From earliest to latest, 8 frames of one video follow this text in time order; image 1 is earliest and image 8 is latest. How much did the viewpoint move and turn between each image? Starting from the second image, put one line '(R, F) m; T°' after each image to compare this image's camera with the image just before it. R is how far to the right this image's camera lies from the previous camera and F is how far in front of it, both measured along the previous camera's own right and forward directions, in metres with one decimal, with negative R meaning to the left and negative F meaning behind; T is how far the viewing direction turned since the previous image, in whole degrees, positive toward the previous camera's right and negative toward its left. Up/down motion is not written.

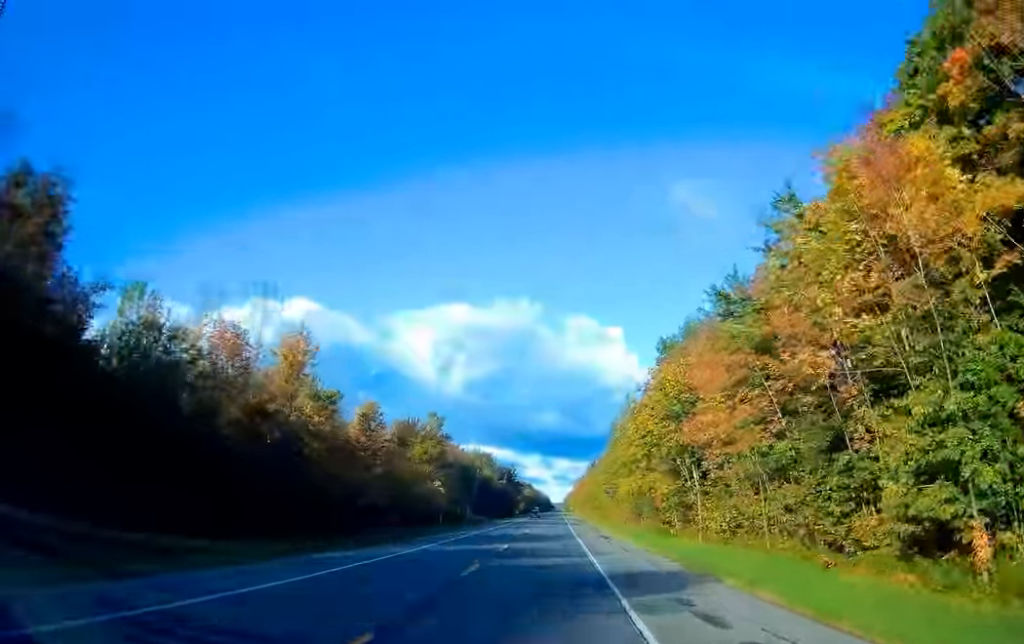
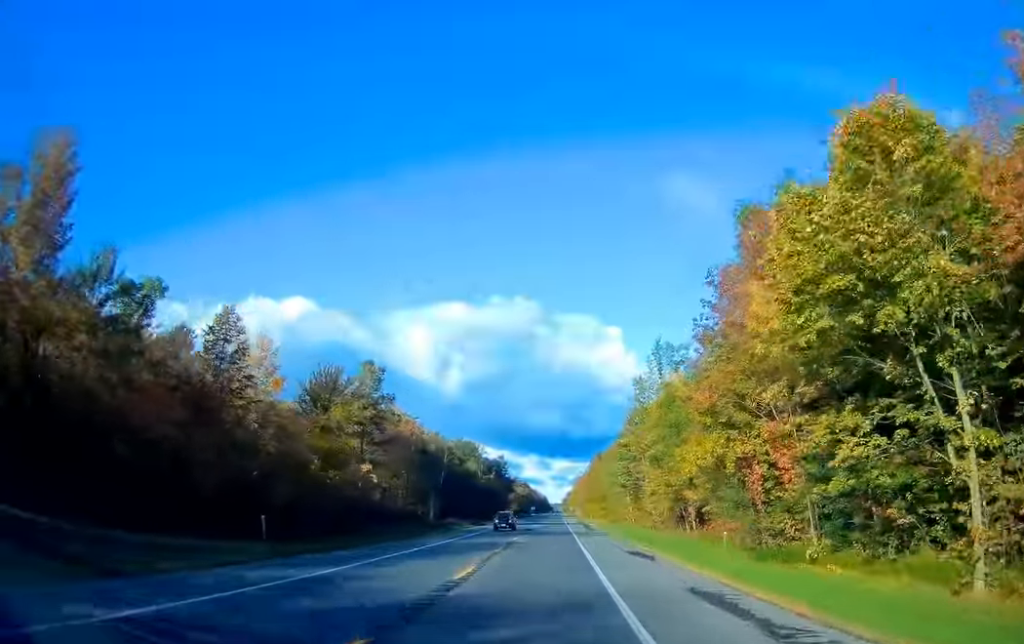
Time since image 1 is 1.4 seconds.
(+0.5, +37.2) m; +1°
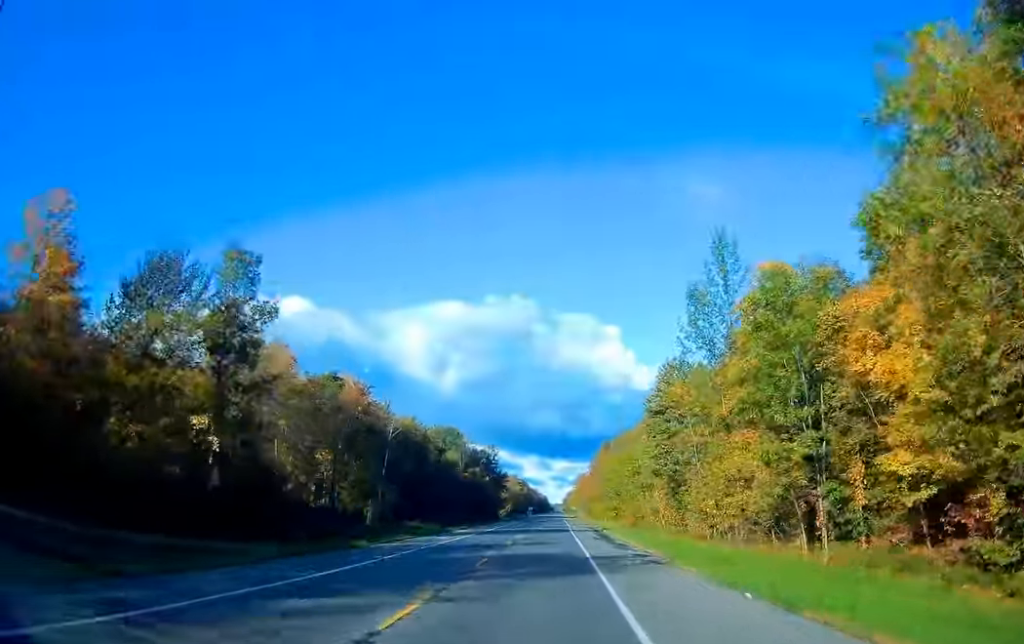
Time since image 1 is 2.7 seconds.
(0.0, +32.1) m; -1°
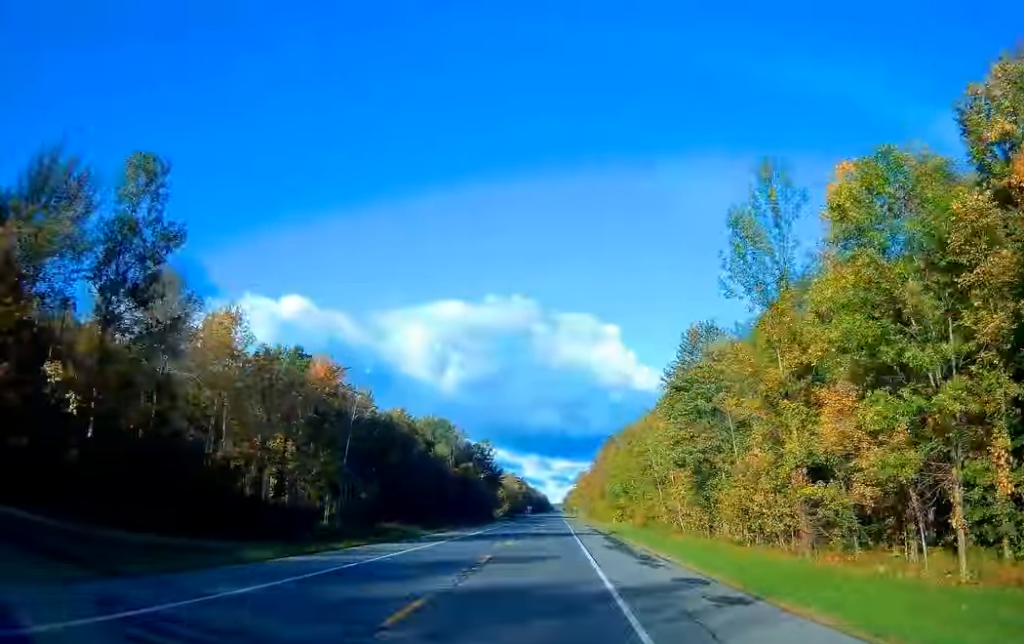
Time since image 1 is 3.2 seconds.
(+0.1, +12.4) m; -1°
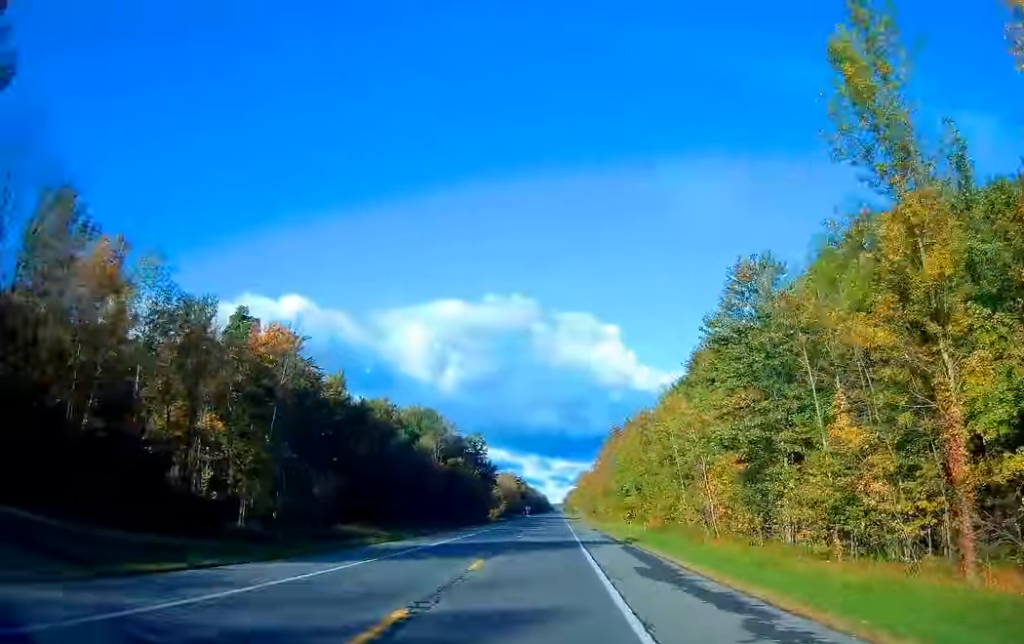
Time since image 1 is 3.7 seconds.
(-0.2, +14.5) m; 0°
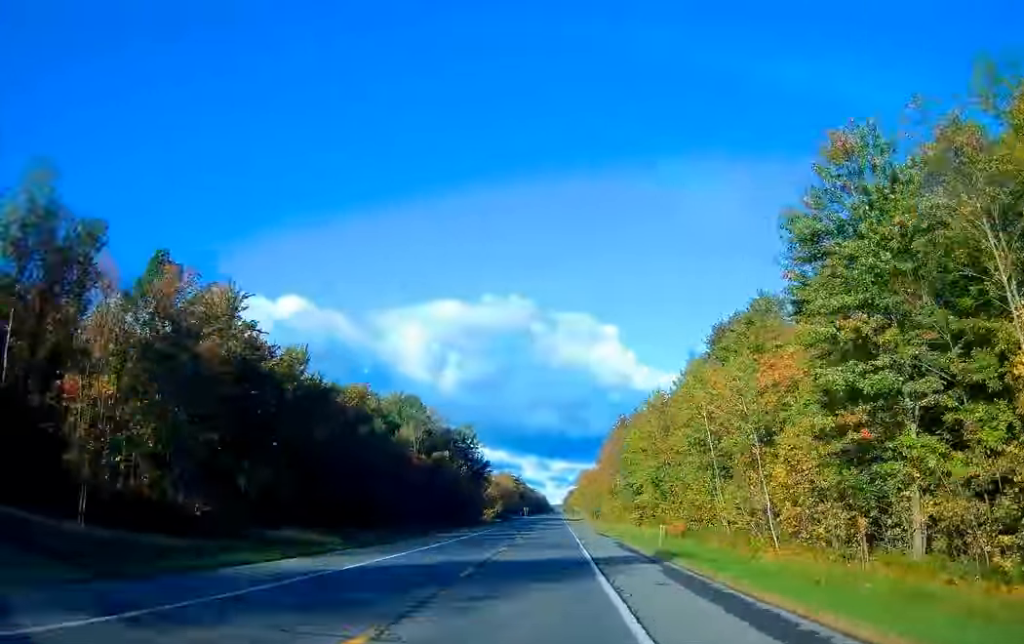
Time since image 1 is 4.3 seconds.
(-0.2, +14.5) m; 0°
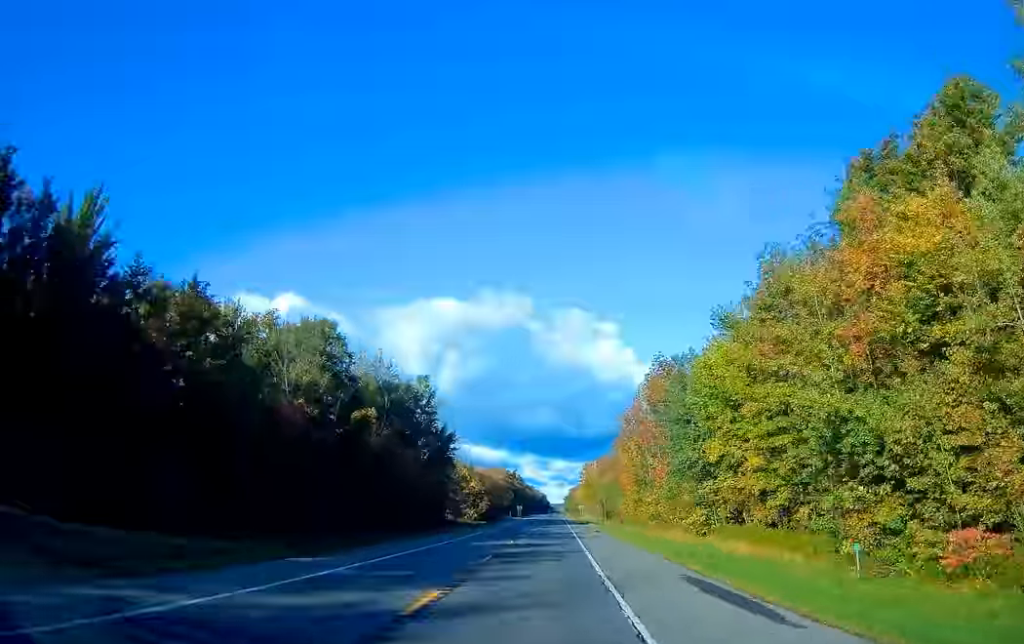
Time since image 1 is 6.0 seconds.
(+0.2, +43.4) m; 0°
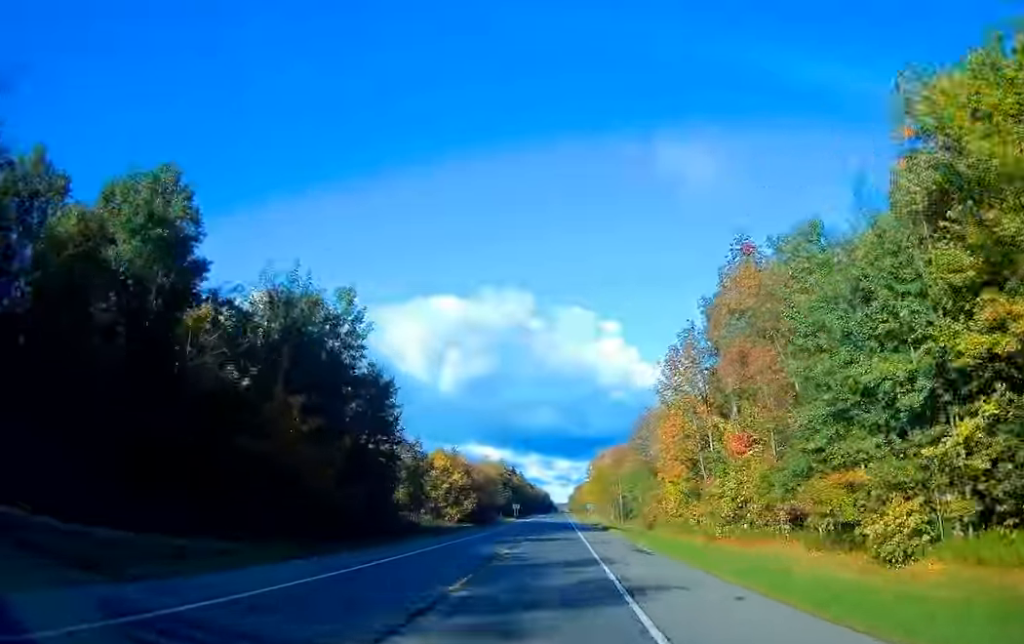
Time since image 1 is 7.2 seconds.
(+0.3, +32.1) m; 0°
